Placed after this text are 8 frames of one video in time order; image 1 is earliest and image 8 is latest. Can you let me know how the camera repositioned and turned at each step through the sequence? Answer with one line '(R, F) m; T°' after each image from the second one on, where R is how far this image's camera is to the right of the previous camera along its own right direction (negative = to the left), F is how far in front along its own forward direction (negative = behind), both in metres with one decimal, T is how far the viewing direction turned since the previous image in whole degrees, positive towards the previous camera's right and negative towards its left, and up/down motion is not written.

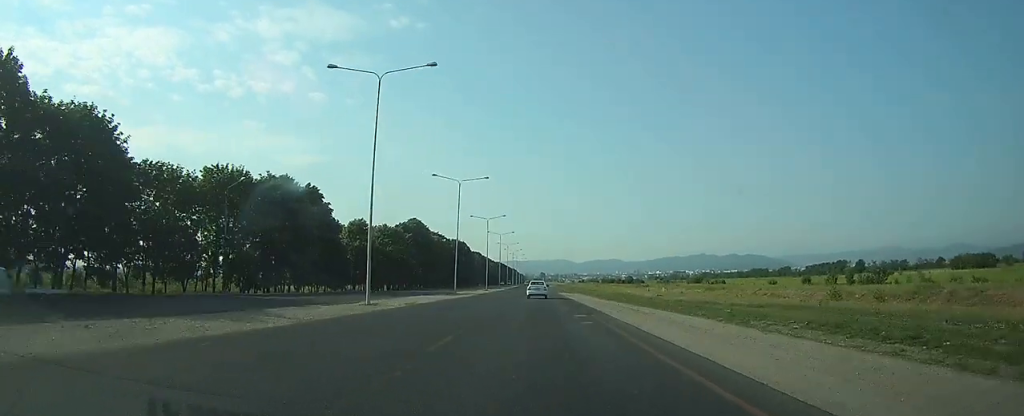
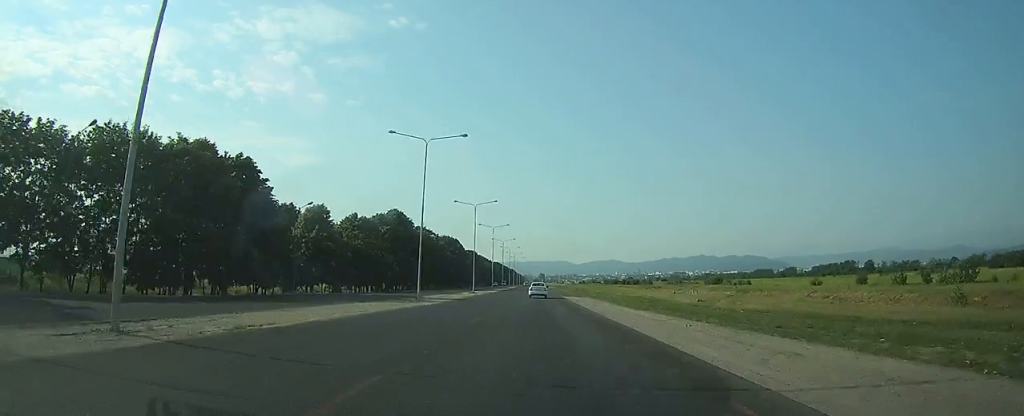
(0.0, +17.2) m; 0°
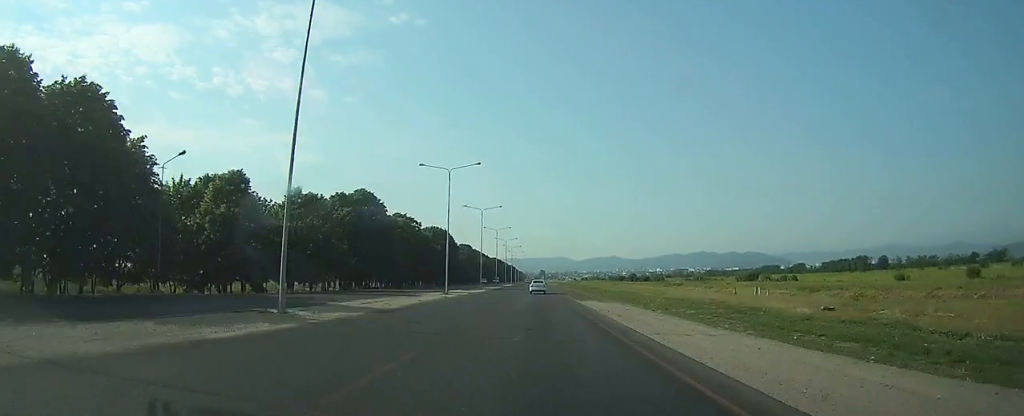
(0.0, +22.1) m; 0°
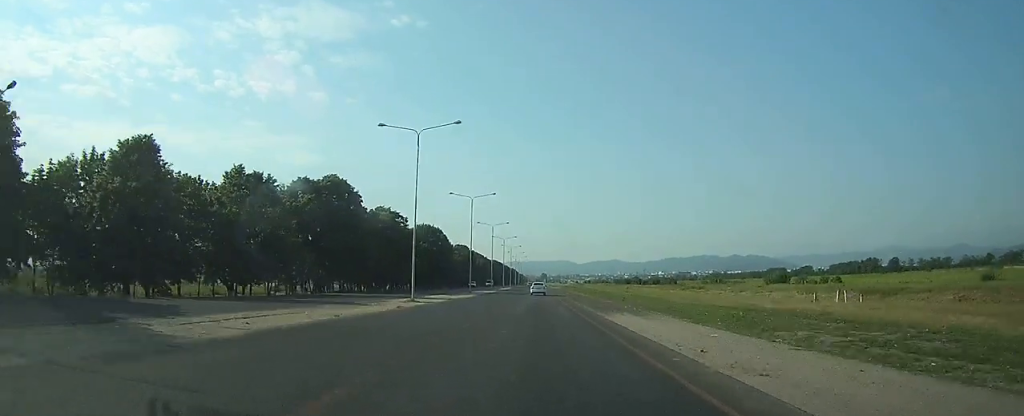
(0.0, +14.6) m; 0°
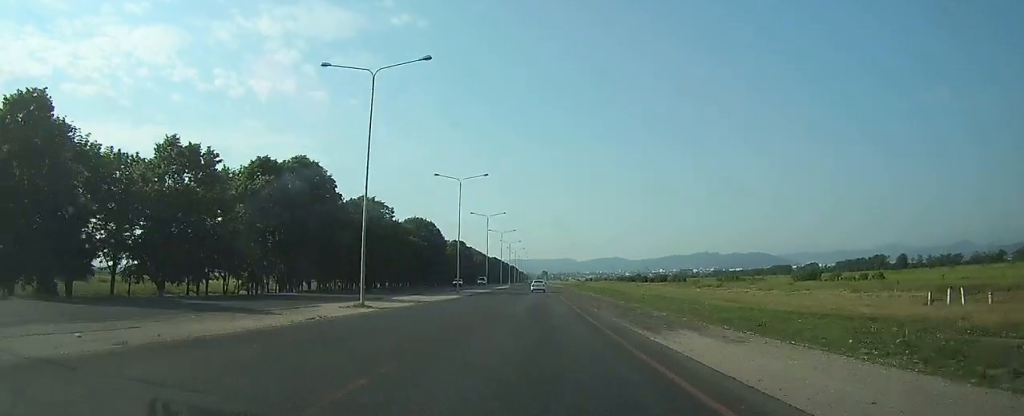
(0.0, +11.2) m; 0°
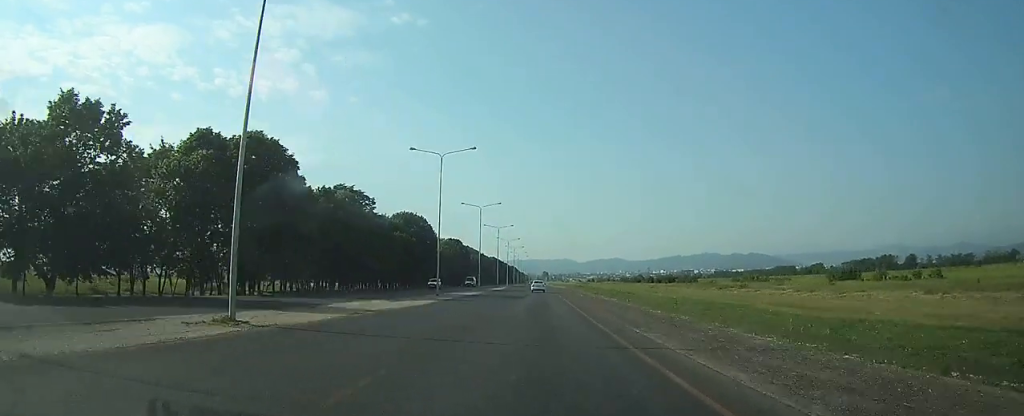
(0.0, +11.9) m; 0°
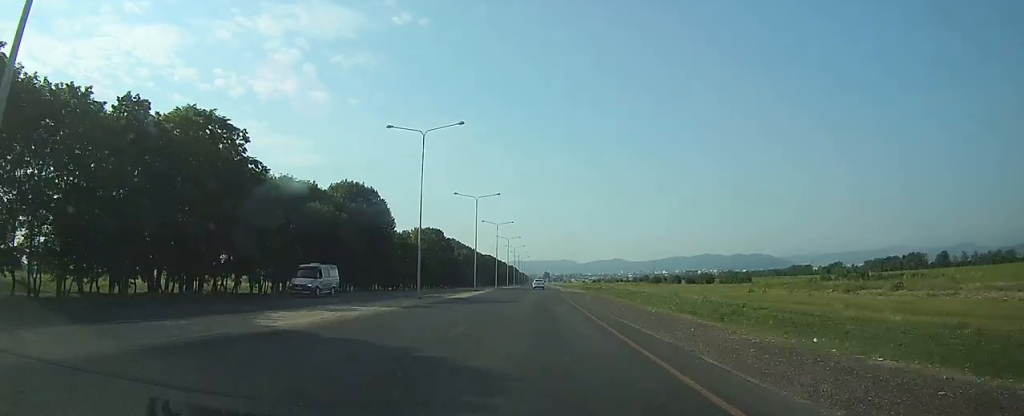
(0.0, +40.4) m; 0°
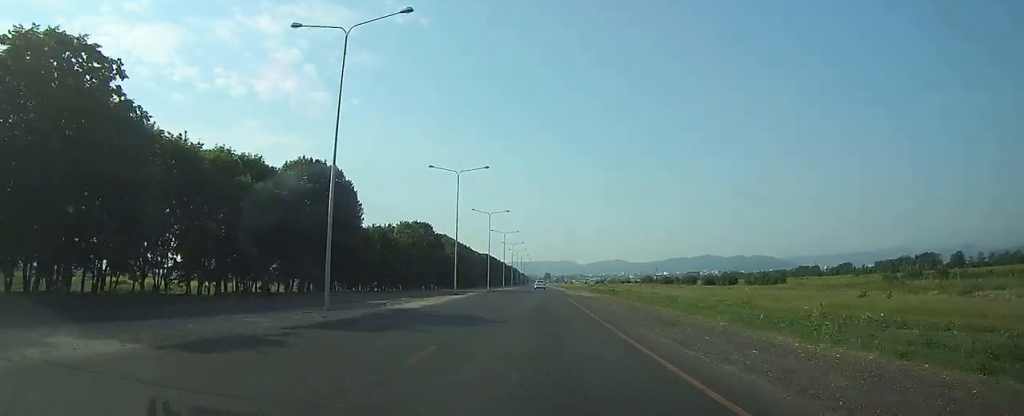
(-0.1, +17.2) m; 0°
